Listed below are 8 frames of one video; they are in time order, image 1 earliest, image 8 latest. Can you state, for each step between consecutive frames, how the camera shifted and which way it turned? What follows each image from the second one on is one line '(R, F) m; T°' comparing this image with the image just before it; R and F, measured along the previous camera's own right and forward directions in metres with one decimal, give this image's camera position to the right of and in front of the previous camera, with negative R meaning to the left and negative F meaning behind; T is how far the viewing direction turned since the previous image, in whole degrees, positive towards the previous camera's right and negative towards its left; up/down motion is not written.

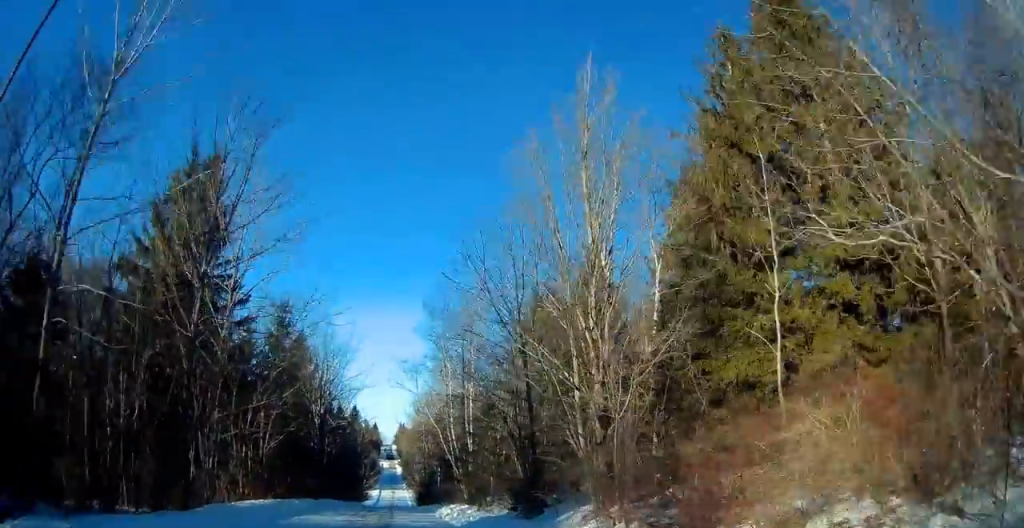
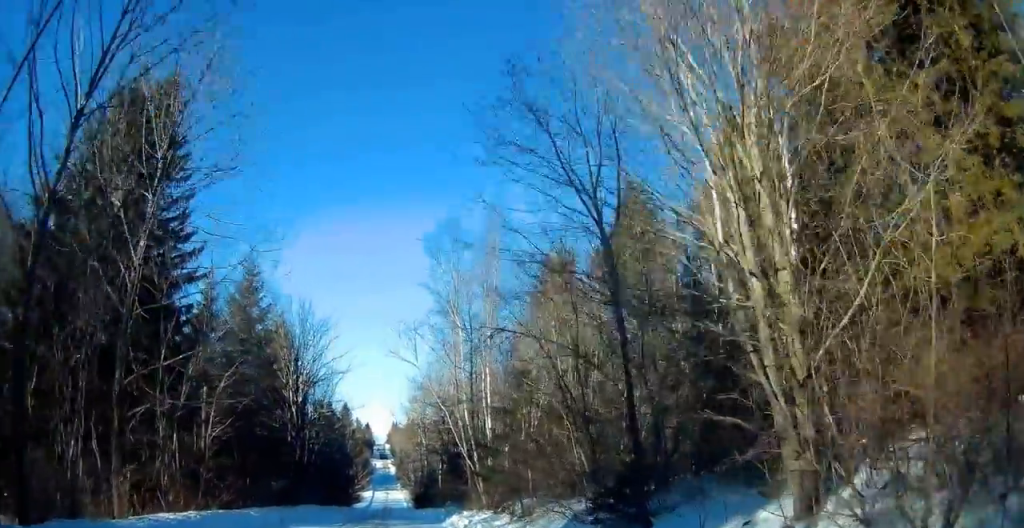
(-0.7, +9.3) m; -6°
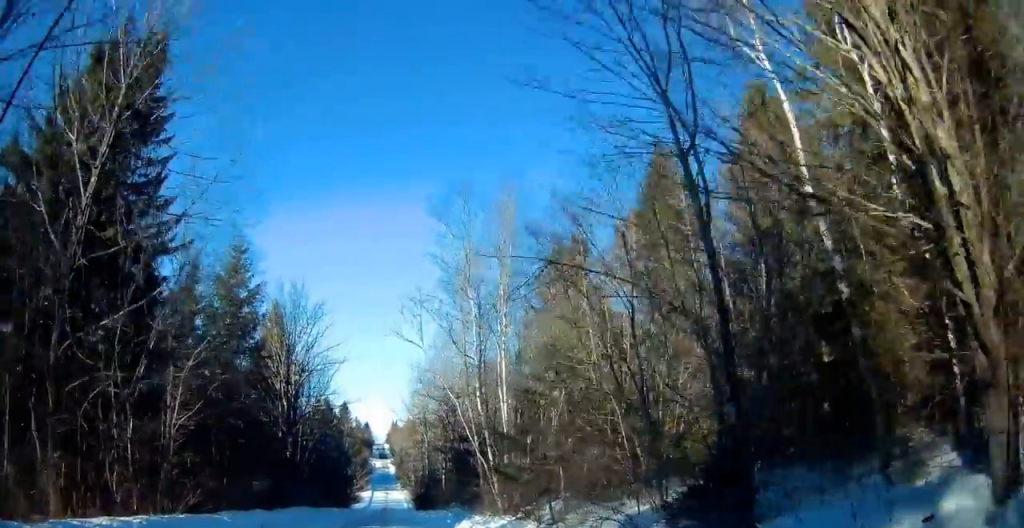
(0.0, +3.8) m; 0°
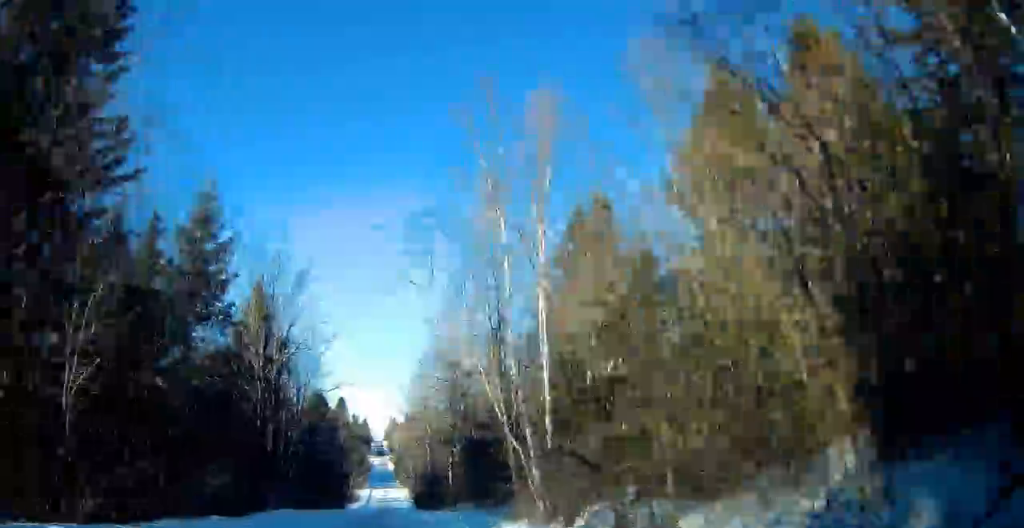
(0.0, +6.8) m; 0°
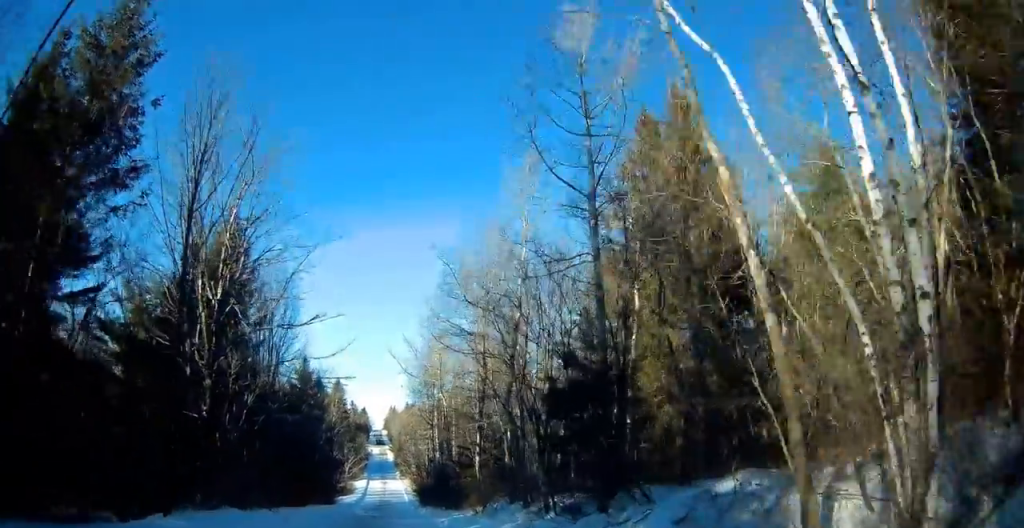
(+0.1, +13.4) m; 0°
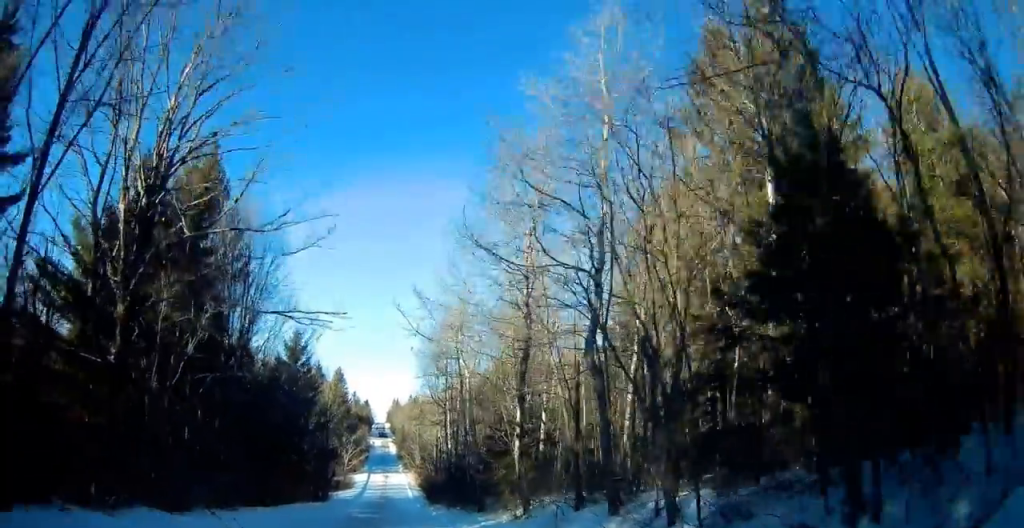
(-0.1, +8.8) m; -1°
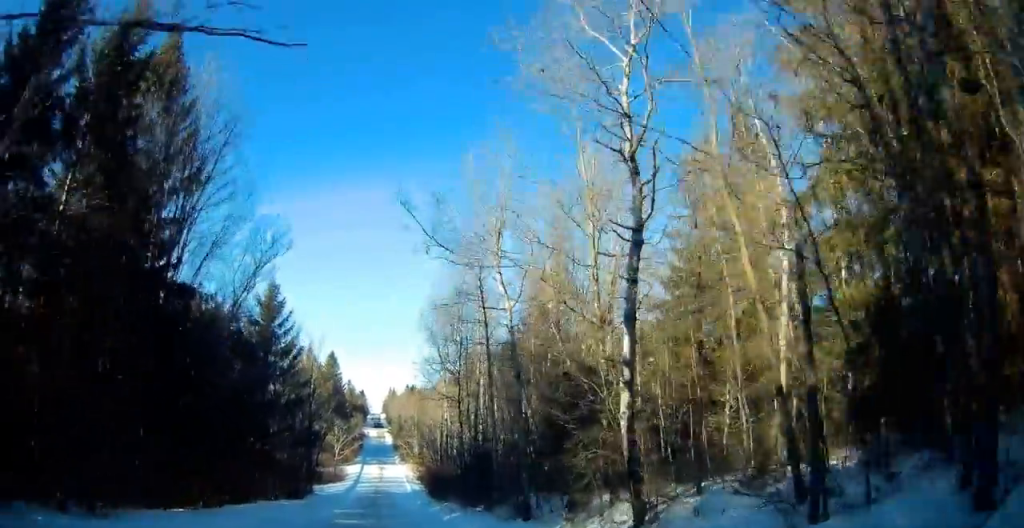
(0.0, +10.5) m; 0°
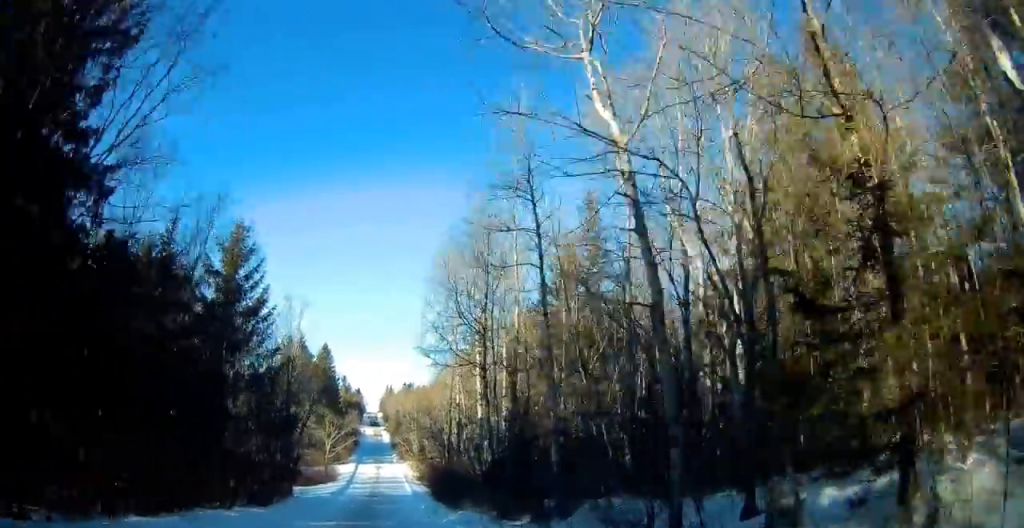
(+0.1, +9.6) m; +2°
